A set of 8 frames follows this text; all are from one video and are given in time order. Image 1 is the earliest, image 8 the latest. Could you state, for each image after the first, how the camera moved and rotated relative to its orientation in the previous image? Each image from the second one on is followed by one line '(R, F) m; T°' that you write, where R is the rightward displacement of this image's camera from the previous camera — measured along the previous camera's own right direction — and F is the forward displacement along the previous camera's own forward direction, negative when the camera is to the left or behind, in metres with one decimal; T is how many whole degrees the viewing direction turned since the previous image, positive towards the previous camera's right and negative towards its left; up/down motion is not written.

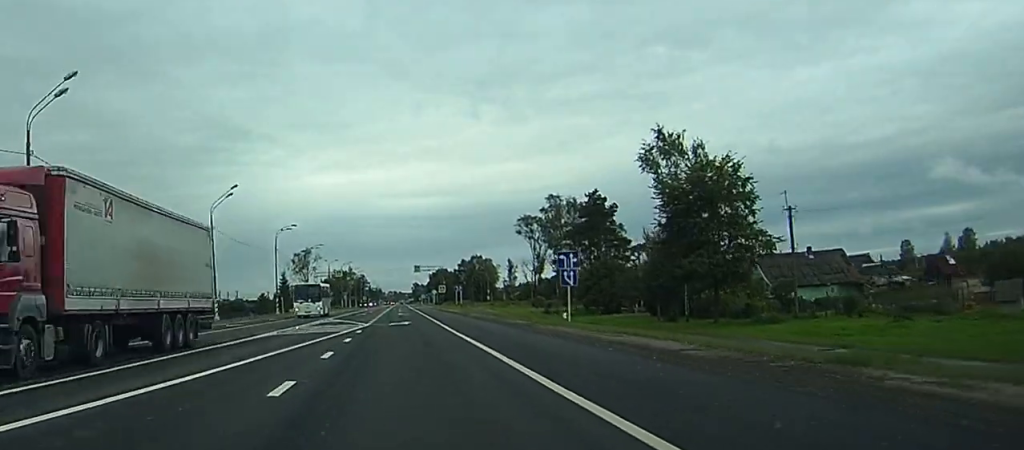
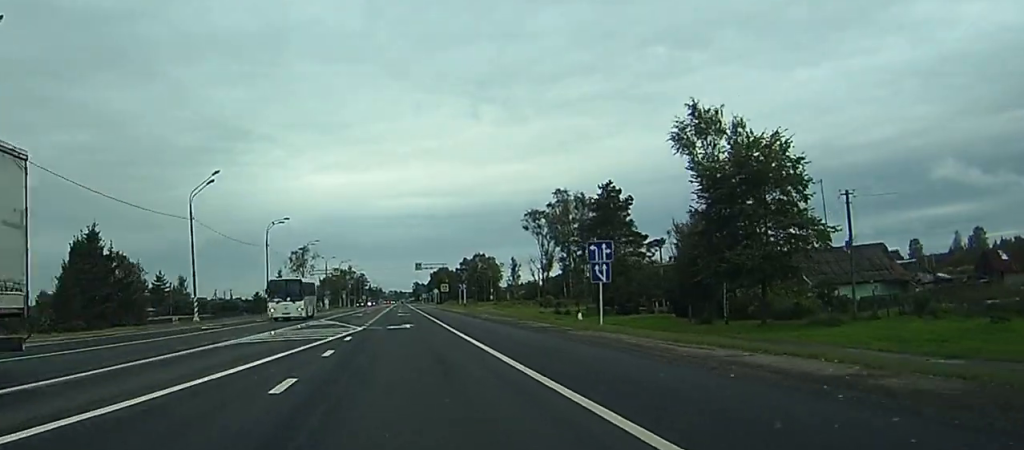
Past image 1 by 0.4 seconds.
(0.0, +7.8) m; 0°
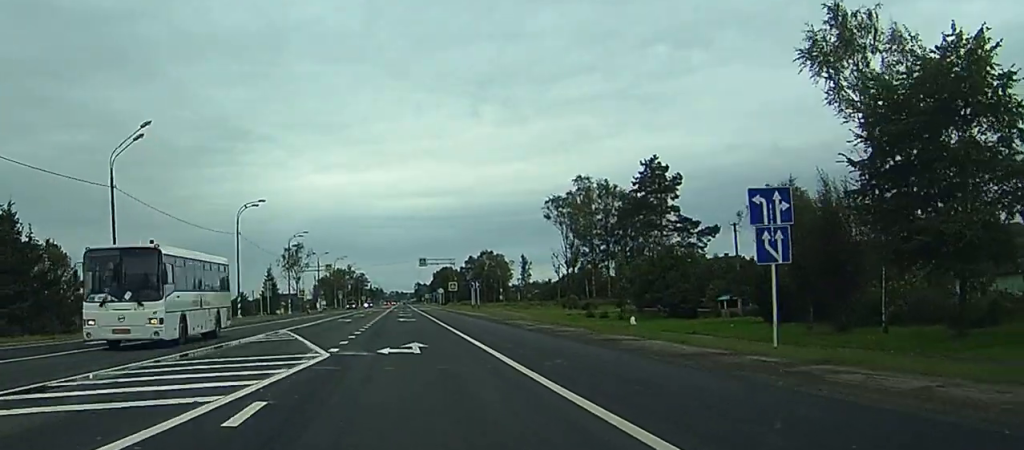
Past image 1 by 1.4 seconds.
(0.0, +19.2) m; 0°
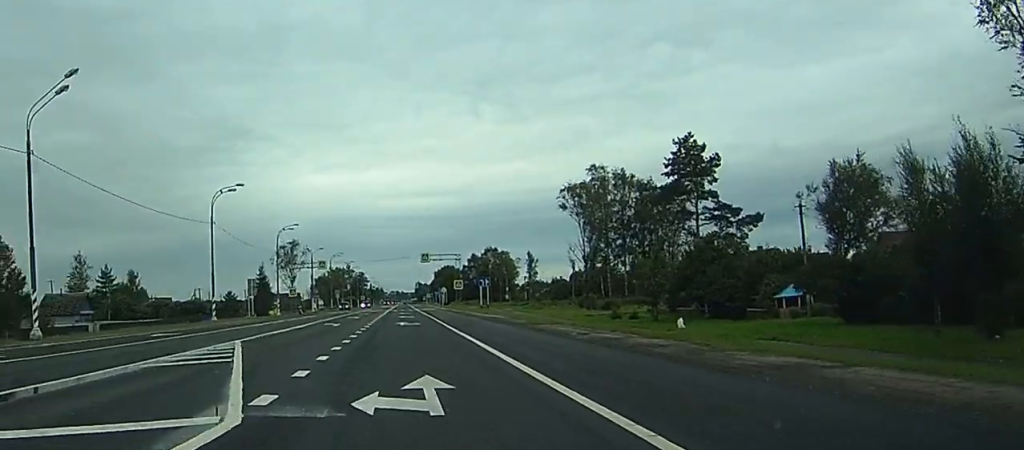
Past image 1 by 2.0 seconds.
(0.0, +11.4) m; 0°
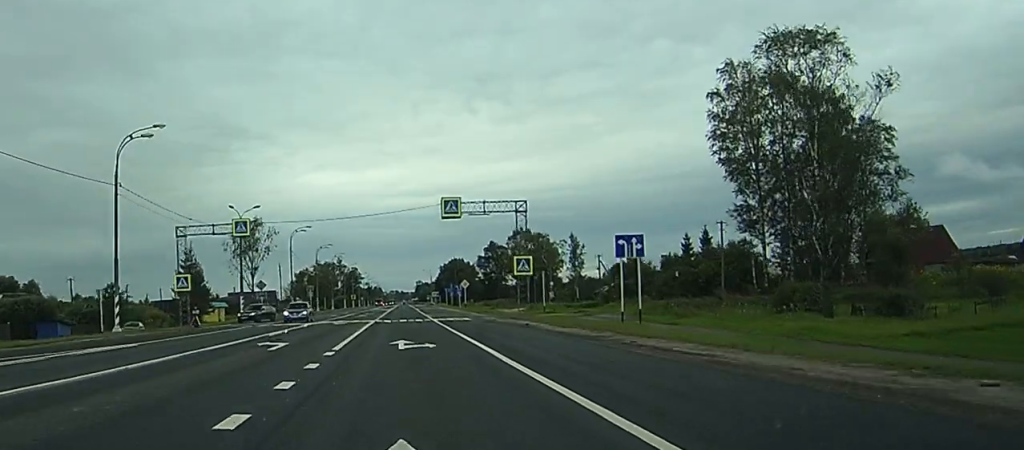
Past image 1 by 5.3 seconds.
(-0.4, +62.2) m; 0°
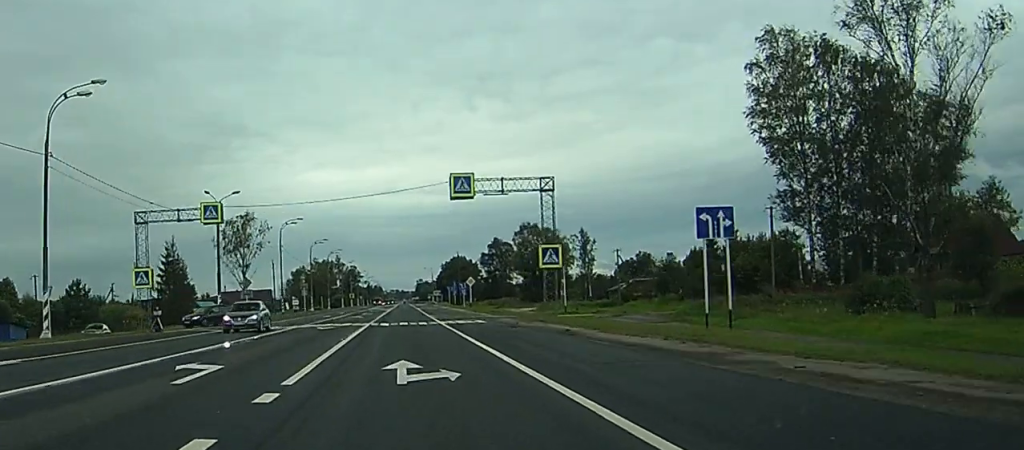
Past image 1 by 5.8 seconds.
(0.0, +9.8) m; 0°
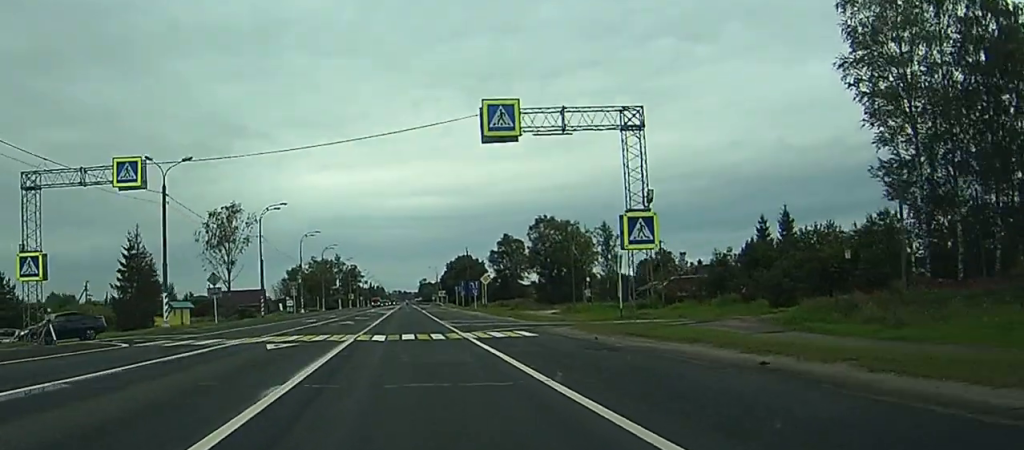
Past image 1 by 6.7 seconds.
(0.0, +16.5) m; 0°
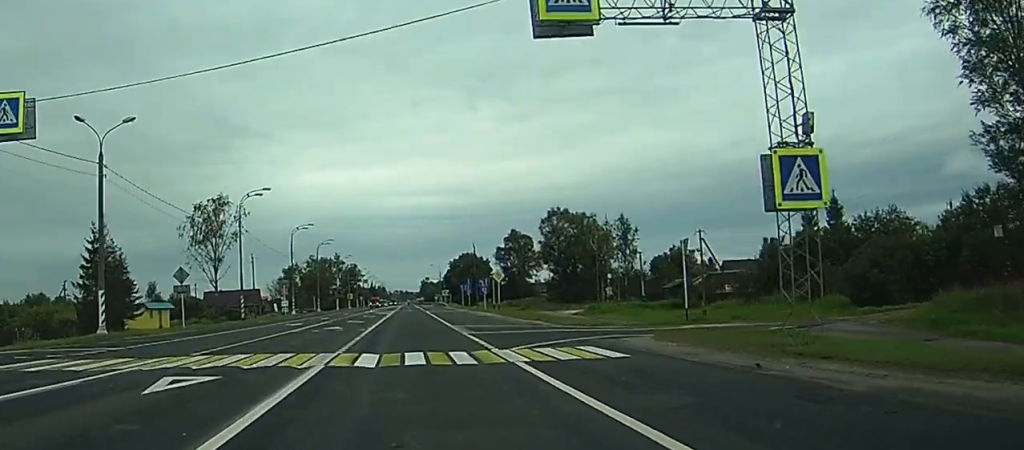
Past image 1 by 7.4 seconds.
(0.0, +11.5) m; 0°
